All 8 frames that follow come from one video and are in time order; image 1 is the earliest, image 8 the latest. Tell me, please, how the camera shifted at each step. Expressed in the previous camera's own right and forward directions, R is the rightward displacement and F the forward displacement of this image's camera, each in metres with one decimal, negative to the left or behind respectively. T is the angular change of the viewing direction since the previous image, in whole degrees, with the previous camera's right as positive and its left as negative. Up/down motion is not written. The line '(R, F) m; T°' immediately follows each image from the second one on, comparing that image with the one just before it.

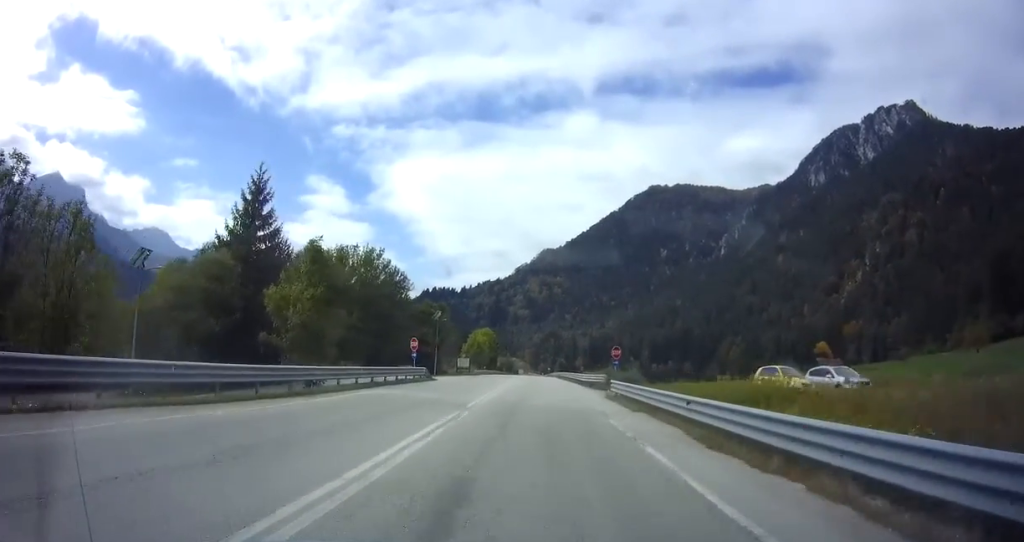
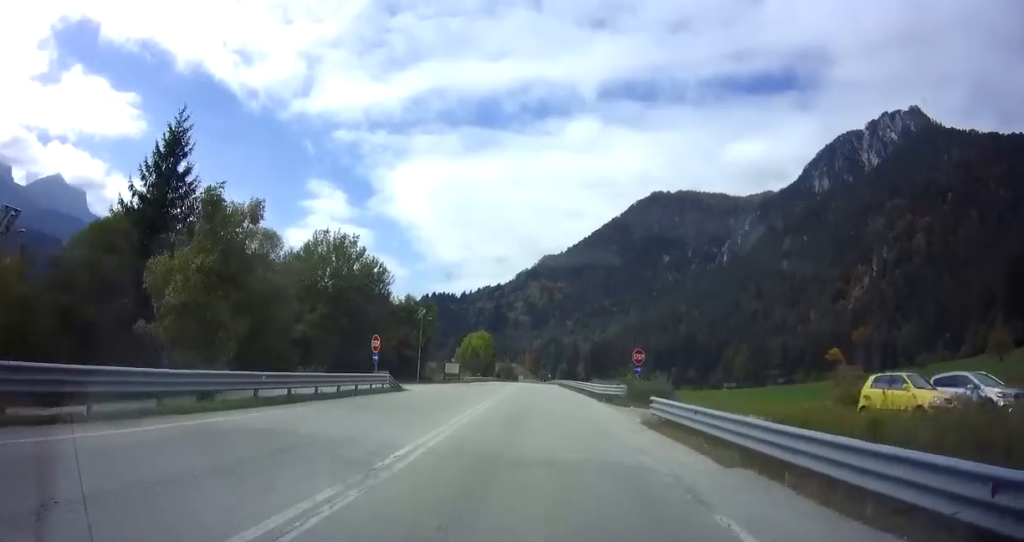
(-0.1, +9.2) m; -1°
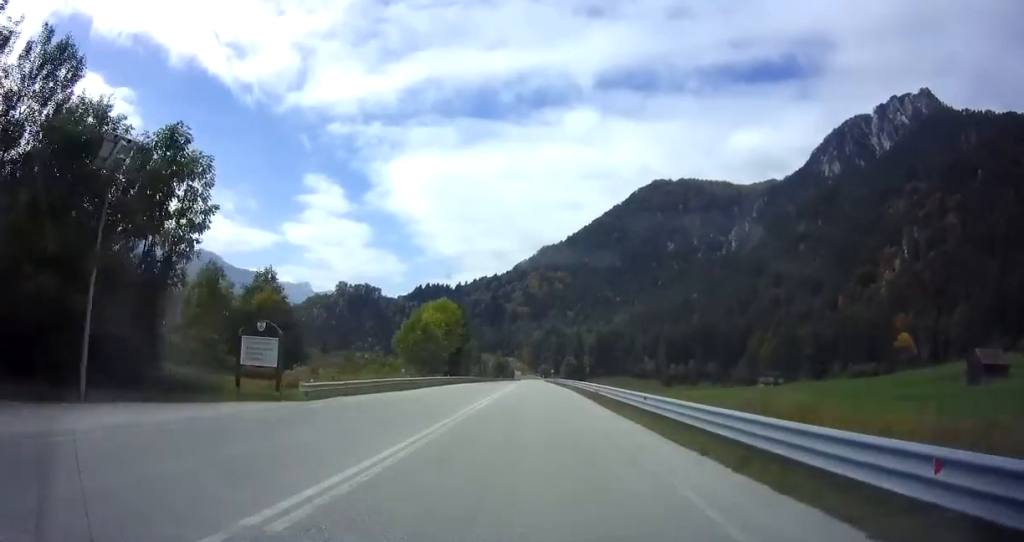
(+0.9, +44.1) m; +1°
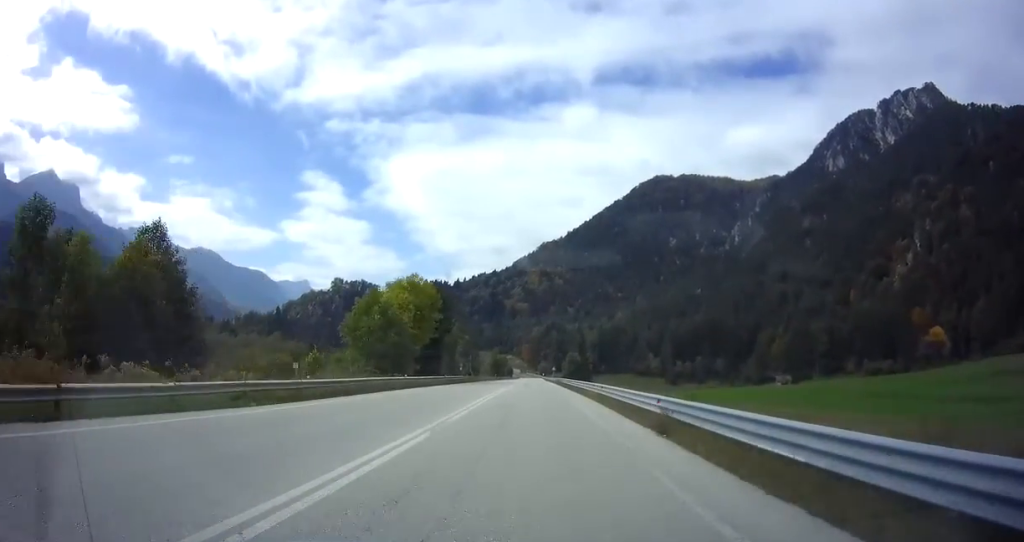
(-0.4, +15.5) m; 0°
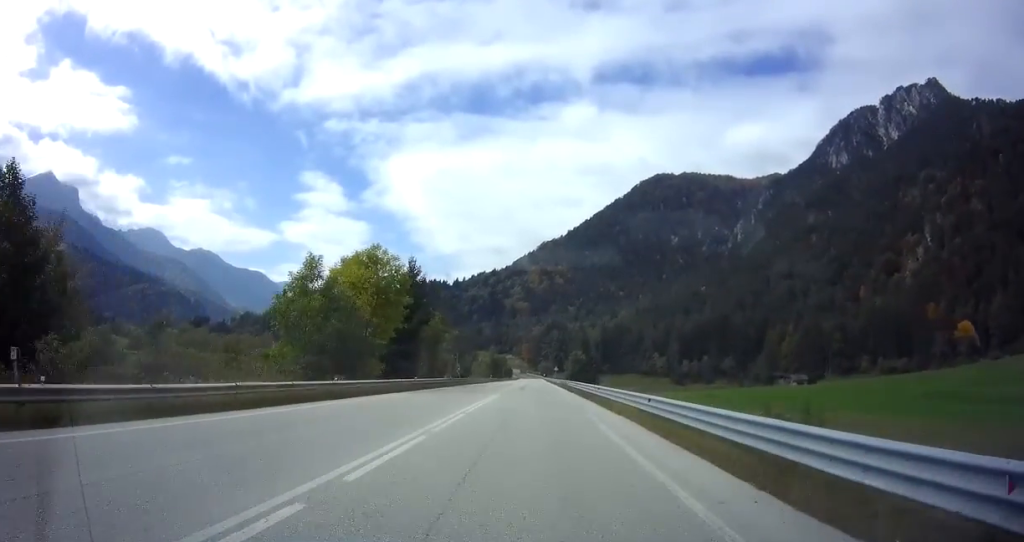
(+0.2, +12.2) m; 0°
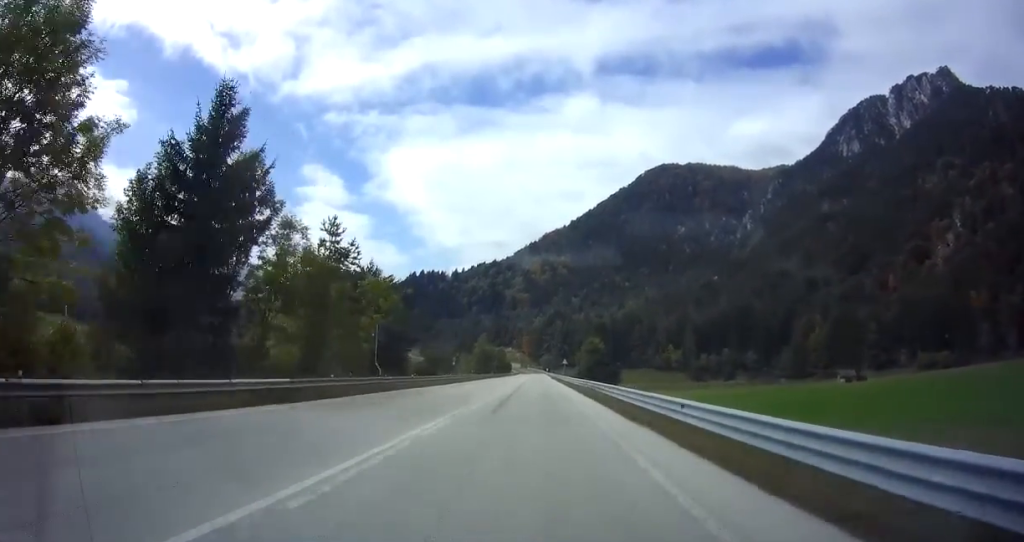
(-0.2, +30.5) m; 0°
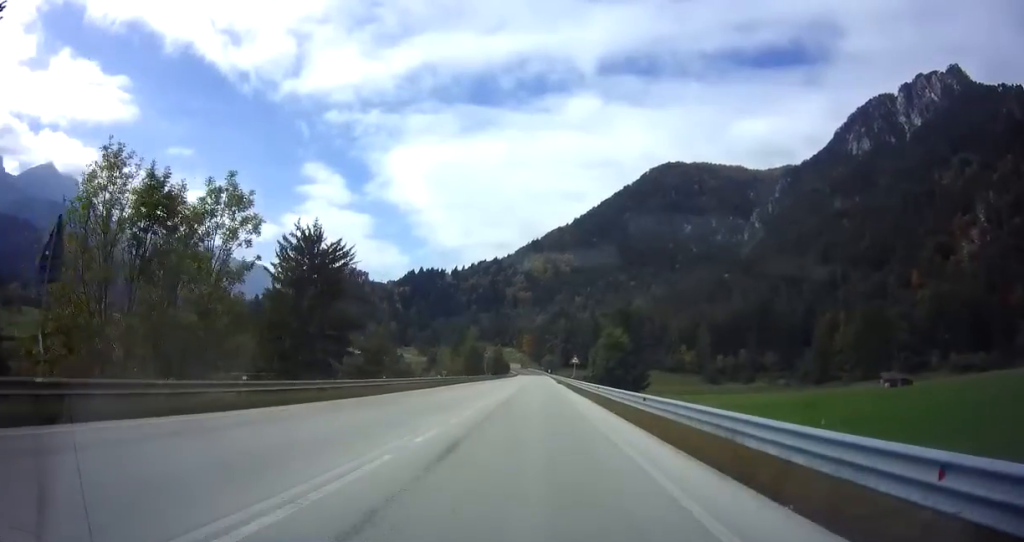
(+0.4, +22.5) m; 0°
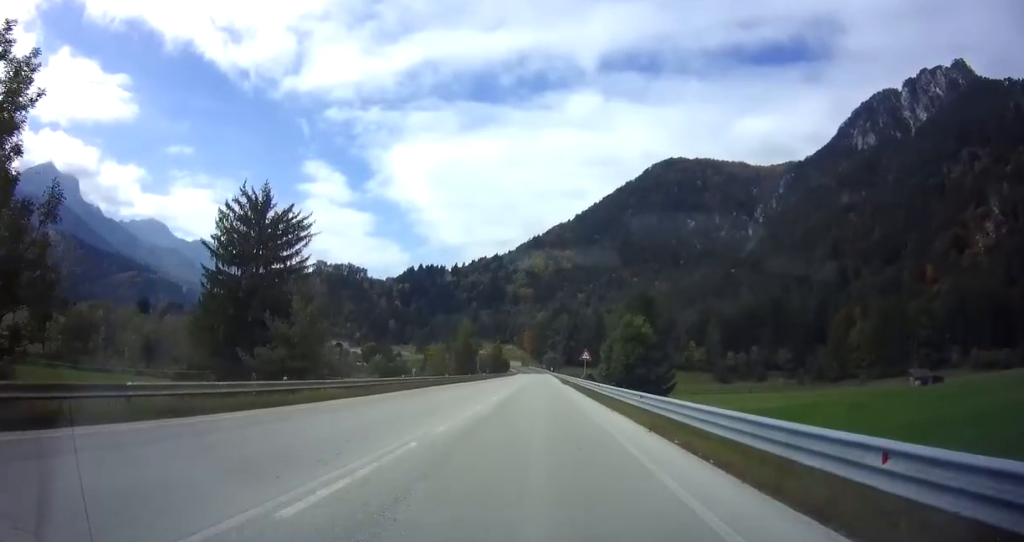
(-0.2, +12.4) m; -1°
